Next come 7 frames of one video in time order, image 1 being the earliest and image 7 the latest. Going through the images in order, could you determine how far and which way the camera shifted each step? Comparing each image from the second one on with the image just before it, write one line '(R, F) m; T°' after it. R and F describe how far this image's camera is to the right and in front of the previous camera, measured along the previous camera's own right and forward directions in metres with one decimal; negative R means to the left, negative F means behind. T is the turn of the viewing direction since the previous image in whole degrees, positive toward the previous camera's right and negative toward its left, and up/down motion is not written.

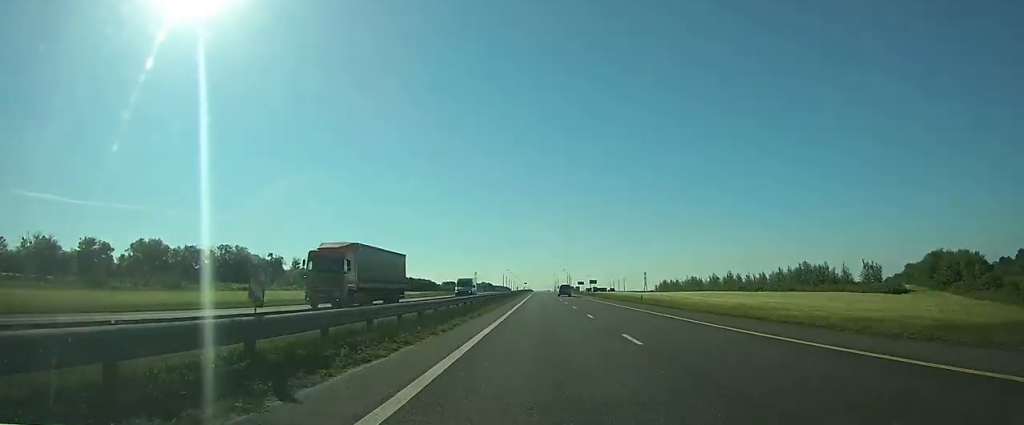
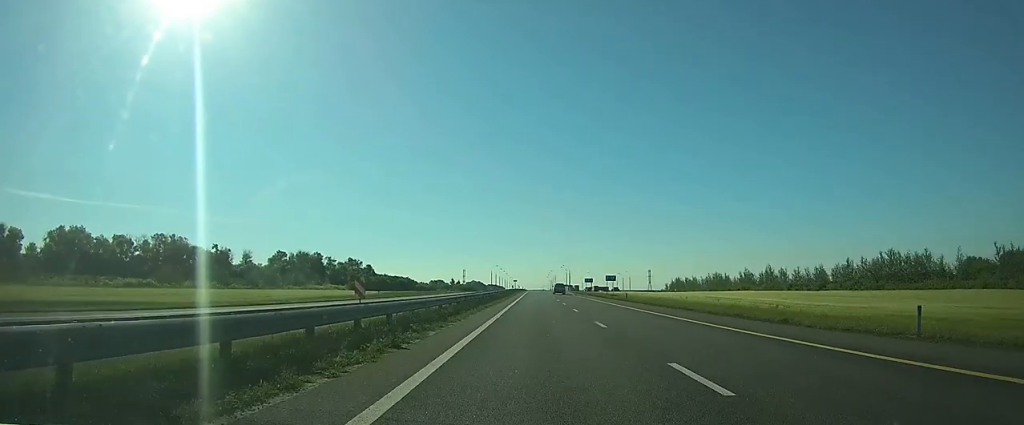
(0.0, +42.2) m; 0°
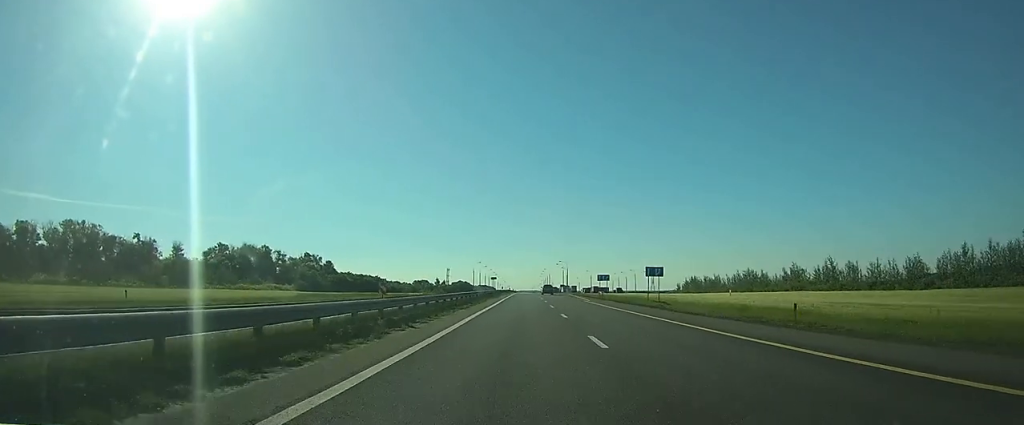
(+0.2, +42.1) m; +1°
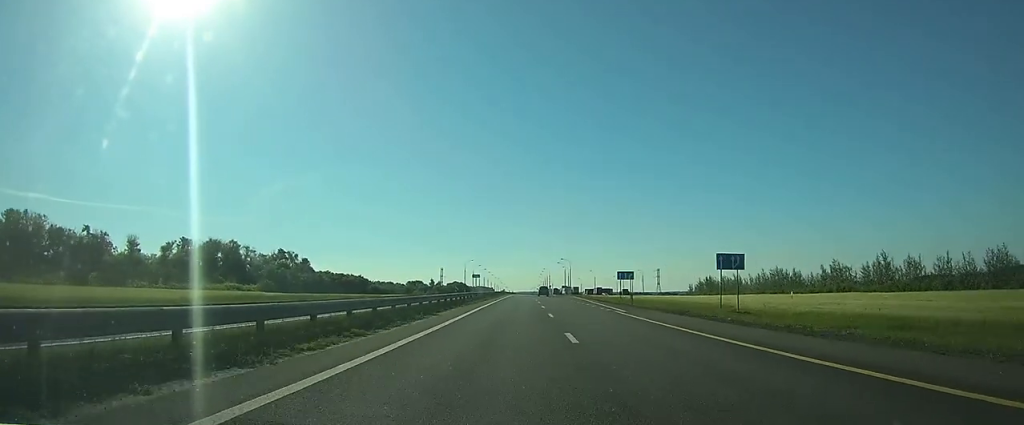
(+0.1, +22.6) m; 0°
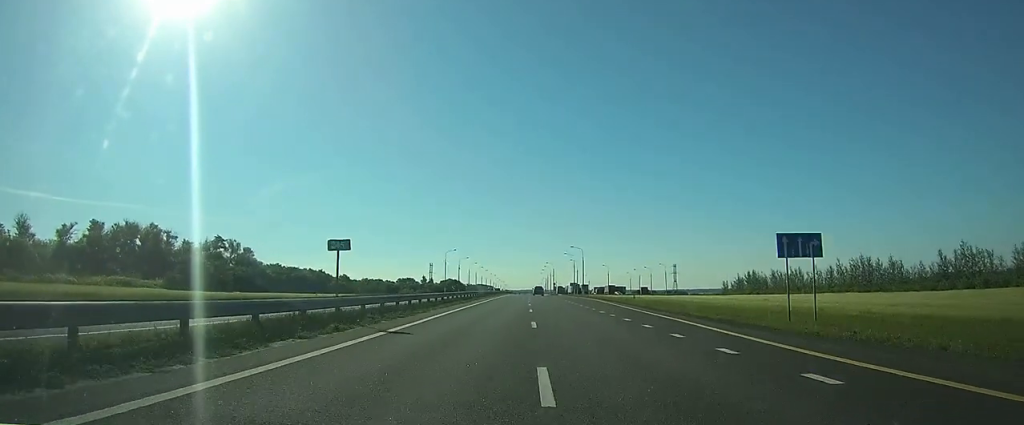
(+0.2, +43.1) m; 0°
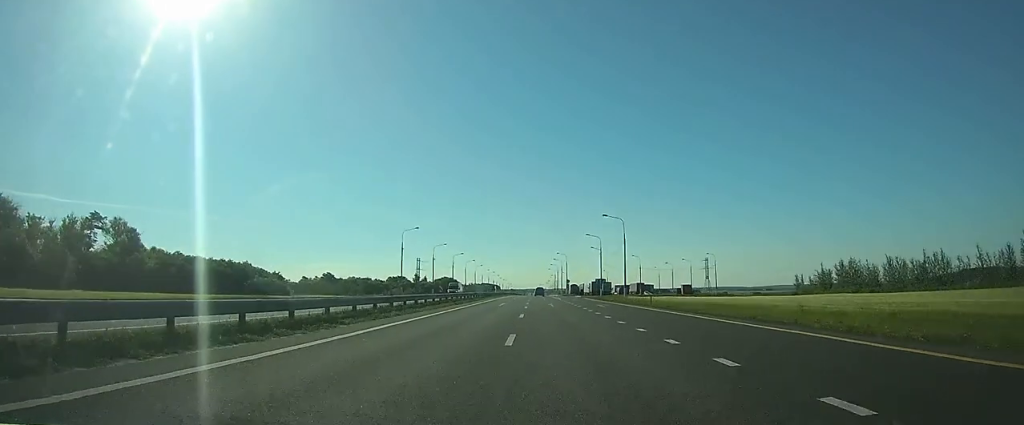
(0.0, +53.3) m; 0°
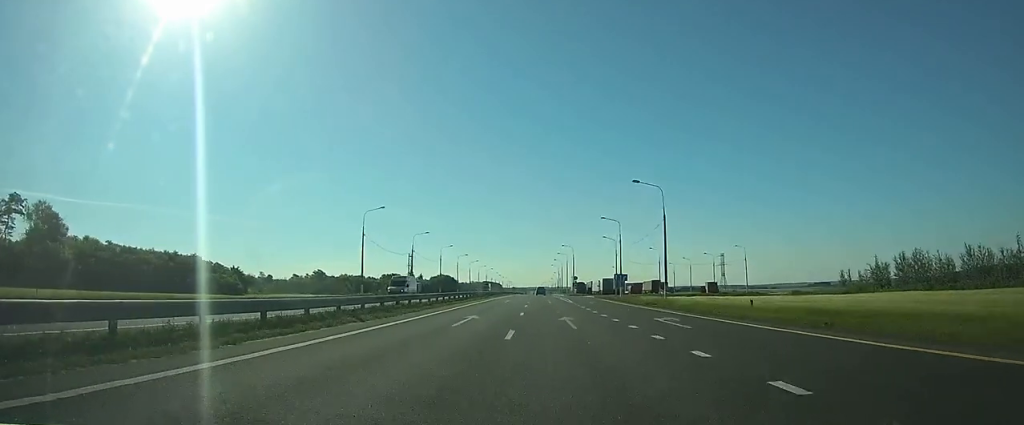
(0.0, +22.5) m; 0°
